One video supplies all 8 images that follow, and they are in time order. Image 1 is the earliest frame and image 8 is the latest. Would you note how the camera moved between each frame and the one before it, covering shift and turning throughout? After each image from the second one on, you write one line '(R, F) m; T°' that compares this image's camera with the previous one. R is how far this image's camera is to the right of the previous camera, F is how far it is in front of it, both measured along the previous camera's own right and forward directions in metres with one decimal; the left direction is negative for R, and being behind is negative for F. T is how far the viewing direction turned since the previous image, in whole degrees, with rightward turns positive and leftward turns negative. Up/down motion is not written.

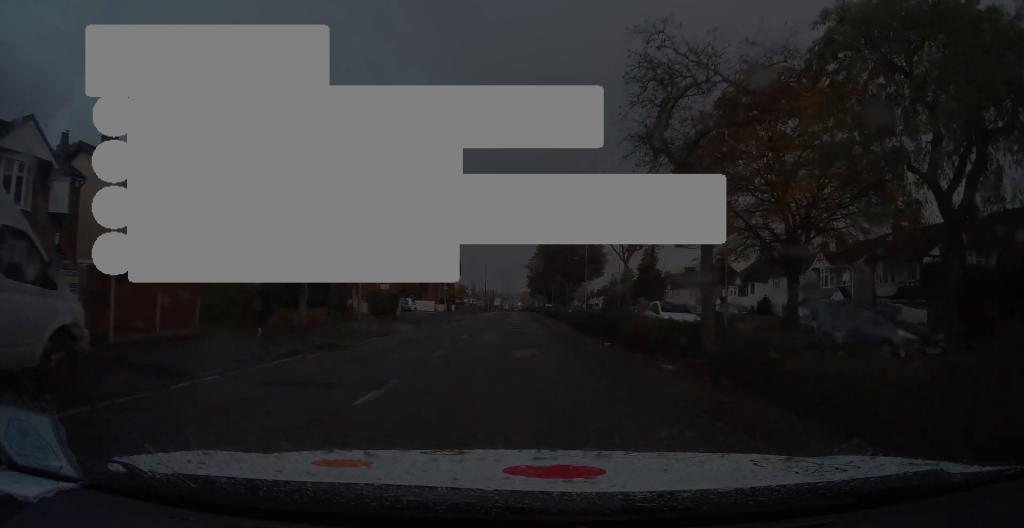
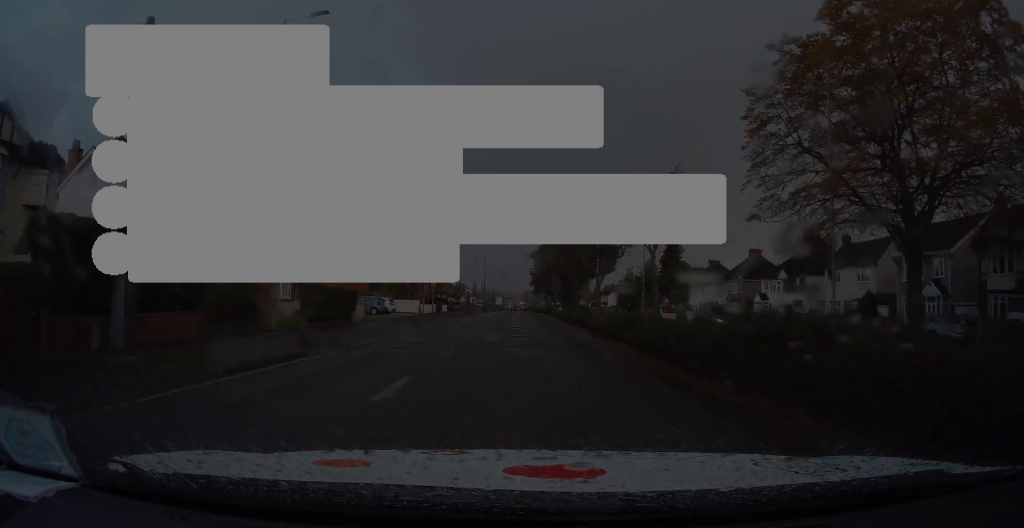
(+0.1, +11.5) m; 0°
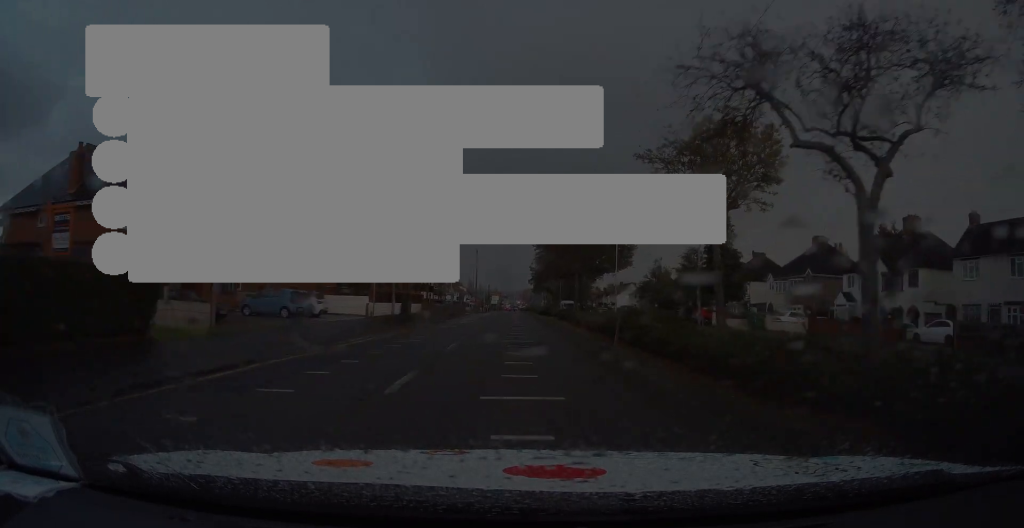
(-0.1, +17.2) m; -1°
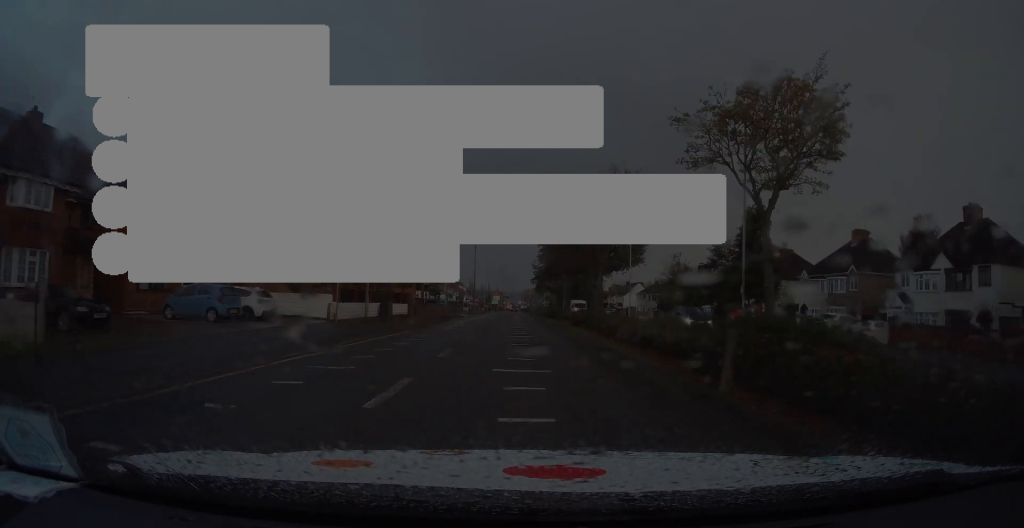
(-0.2, +7.2) m; 0°
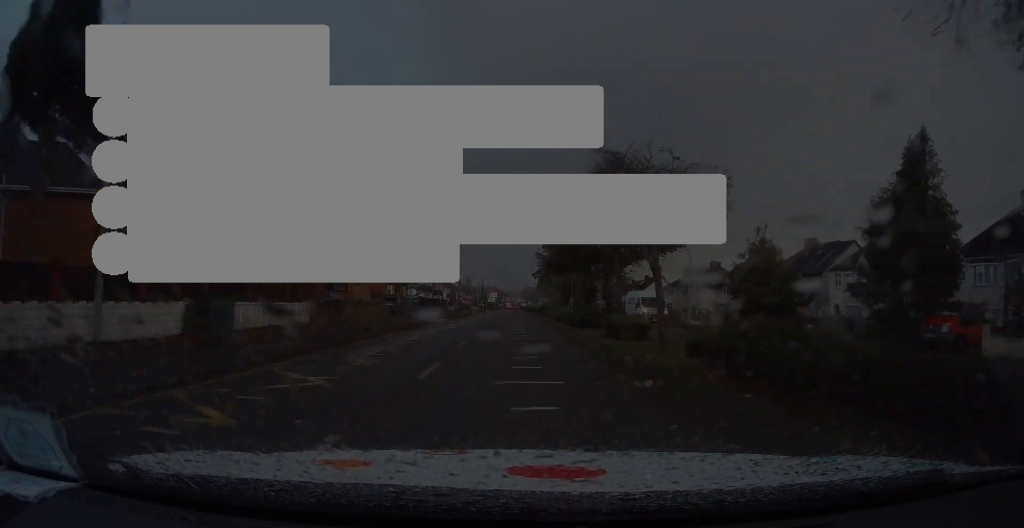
(+0.5, +21.2) m; +2°
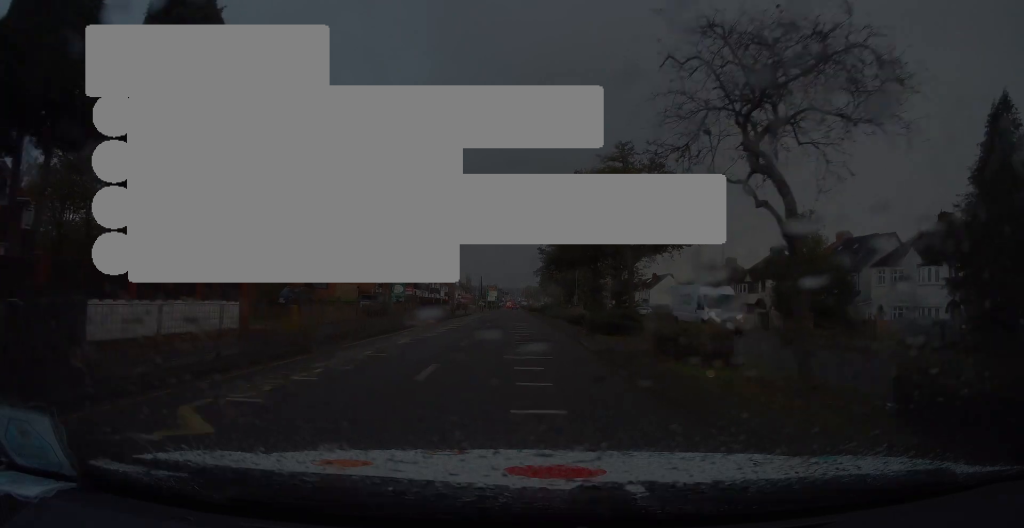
(+0.1, +6.2) m; 0°
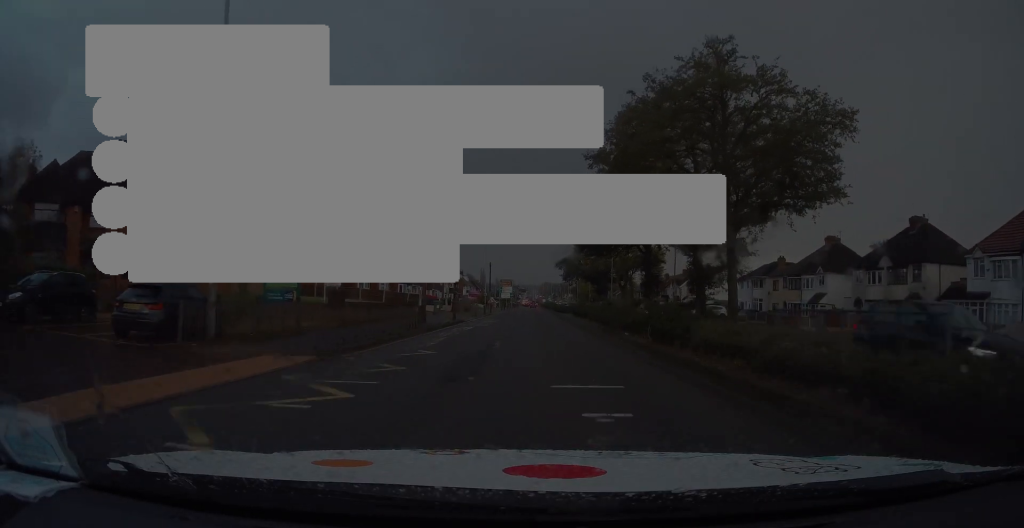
(-0.6, +24.0) m; -3°
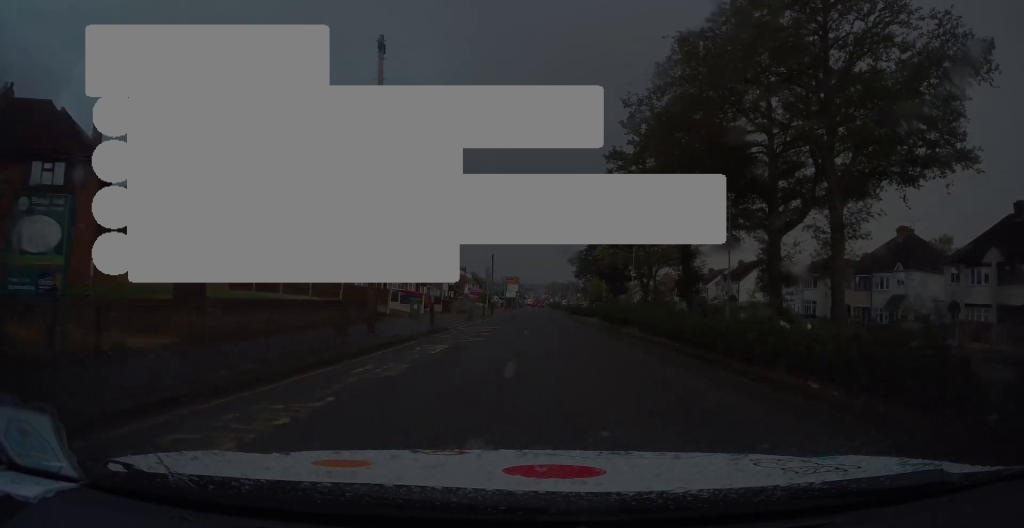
(-0.1, +11.7) m; 0°
